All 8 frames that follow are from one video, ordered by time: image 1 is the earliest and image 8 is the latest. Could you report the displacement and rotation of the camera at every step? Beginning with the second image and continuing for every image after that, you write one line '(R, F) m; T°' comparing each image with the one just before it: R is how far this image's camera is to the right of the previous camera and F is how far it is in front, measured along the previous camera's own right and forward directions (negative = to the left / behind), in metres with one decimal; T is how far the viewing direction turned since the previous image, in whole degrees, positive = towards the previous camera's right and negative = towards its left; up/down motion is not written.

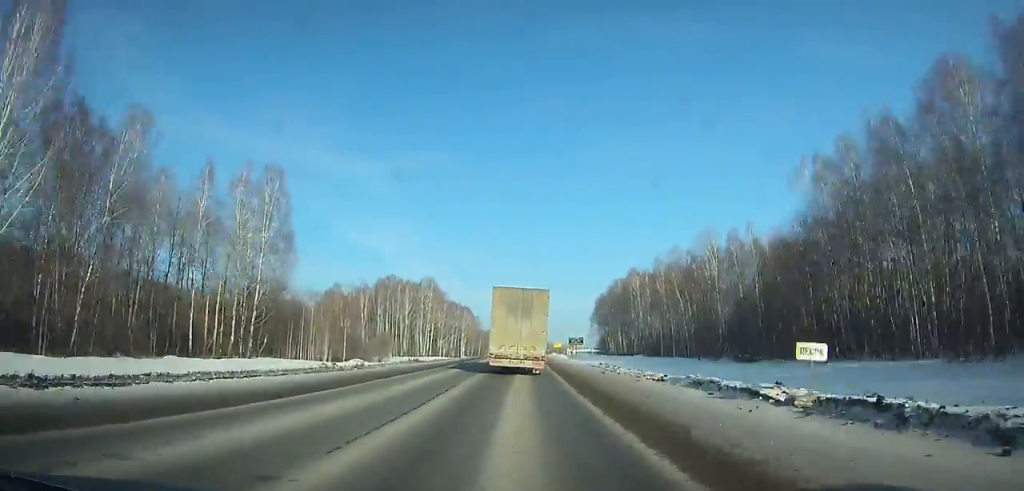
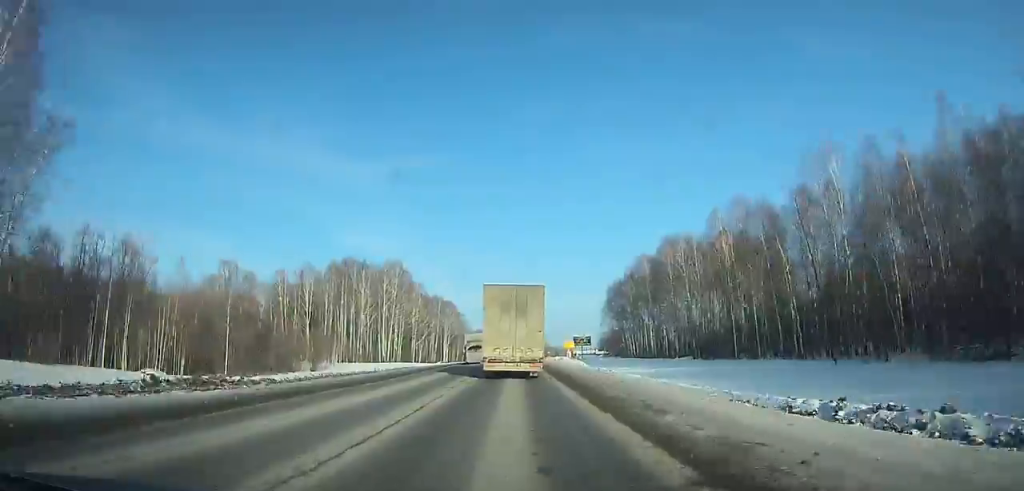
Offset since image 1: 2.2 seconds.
(+0.1, +42.8) m; 0°
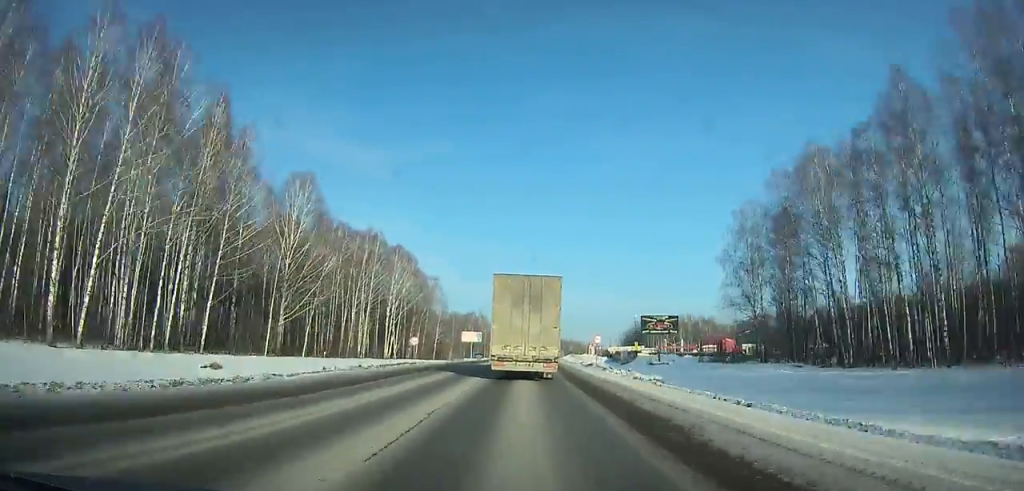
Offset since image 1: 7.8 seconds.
(+0.1, +104.8) m; +1°
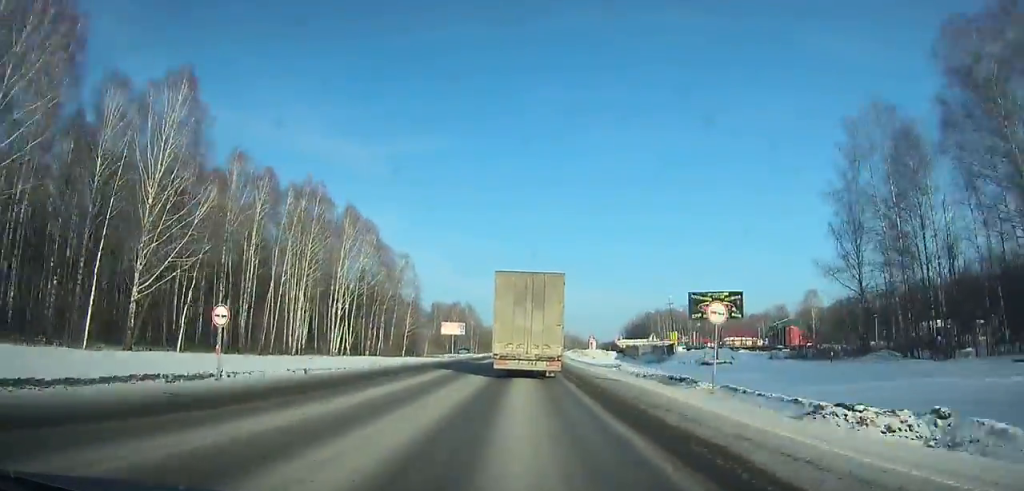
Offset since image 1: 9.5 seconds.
(0.0, +31.0) m; +1°
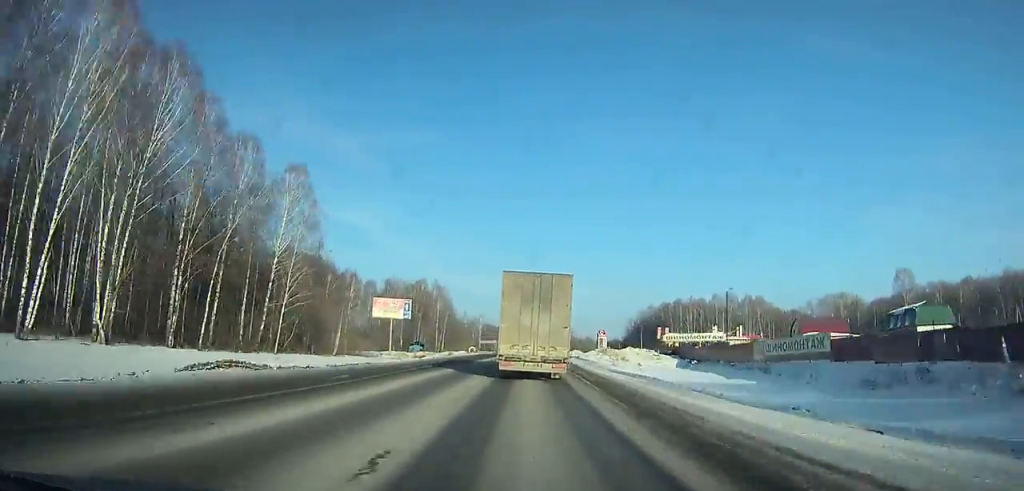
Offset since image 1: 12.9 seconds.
(+0.9, +61.7) m; +1°
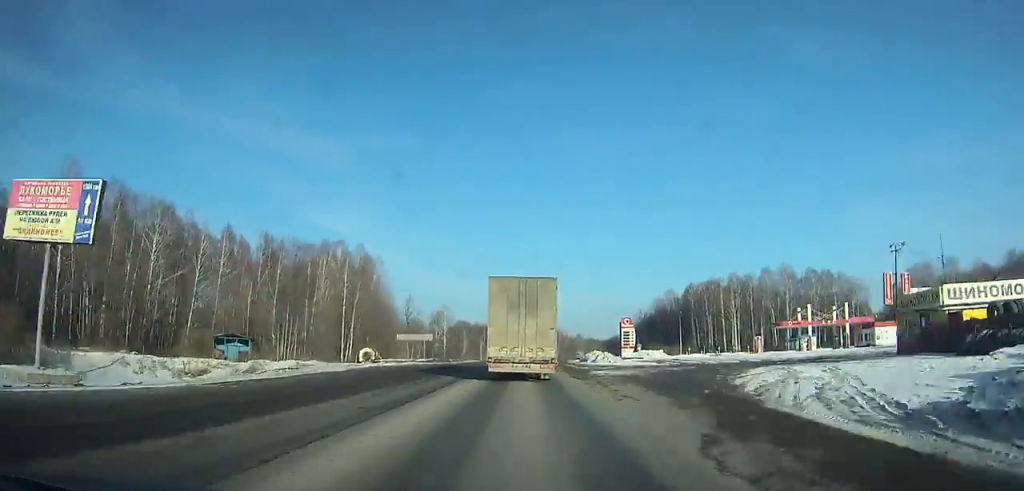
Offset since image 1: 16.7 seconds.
(+0.8, +69.2) m; +2°
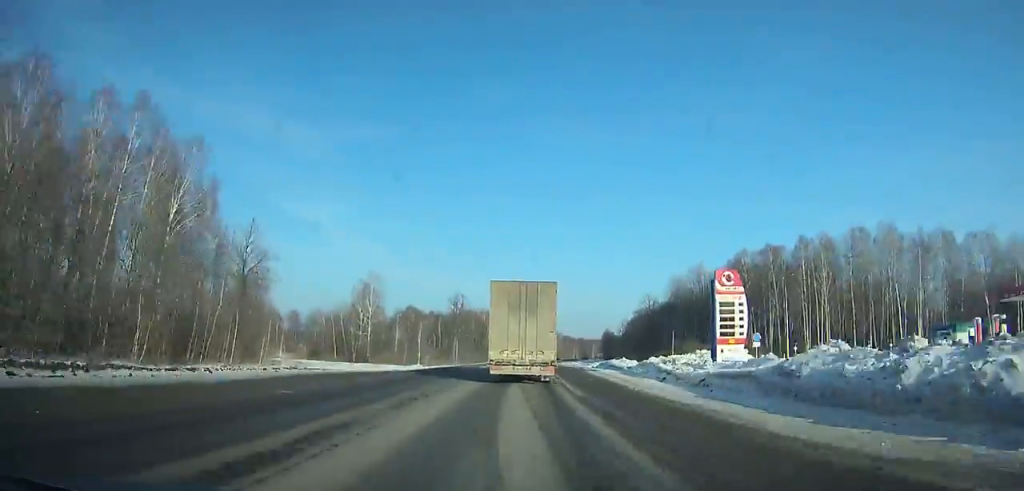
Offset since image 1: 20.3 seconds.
(+1.3, +66.6) m; +2°
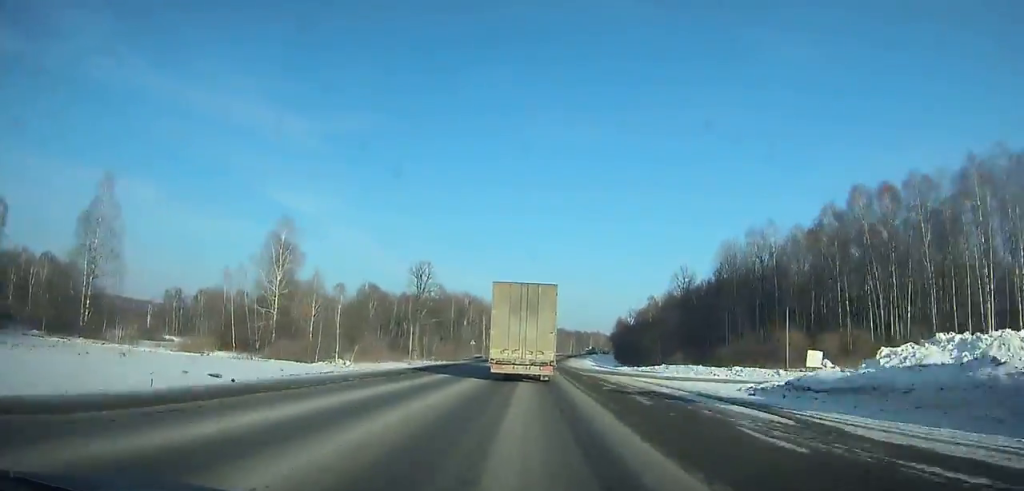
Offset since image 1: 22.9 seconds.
(+0.8, +48.9) m; +2°
